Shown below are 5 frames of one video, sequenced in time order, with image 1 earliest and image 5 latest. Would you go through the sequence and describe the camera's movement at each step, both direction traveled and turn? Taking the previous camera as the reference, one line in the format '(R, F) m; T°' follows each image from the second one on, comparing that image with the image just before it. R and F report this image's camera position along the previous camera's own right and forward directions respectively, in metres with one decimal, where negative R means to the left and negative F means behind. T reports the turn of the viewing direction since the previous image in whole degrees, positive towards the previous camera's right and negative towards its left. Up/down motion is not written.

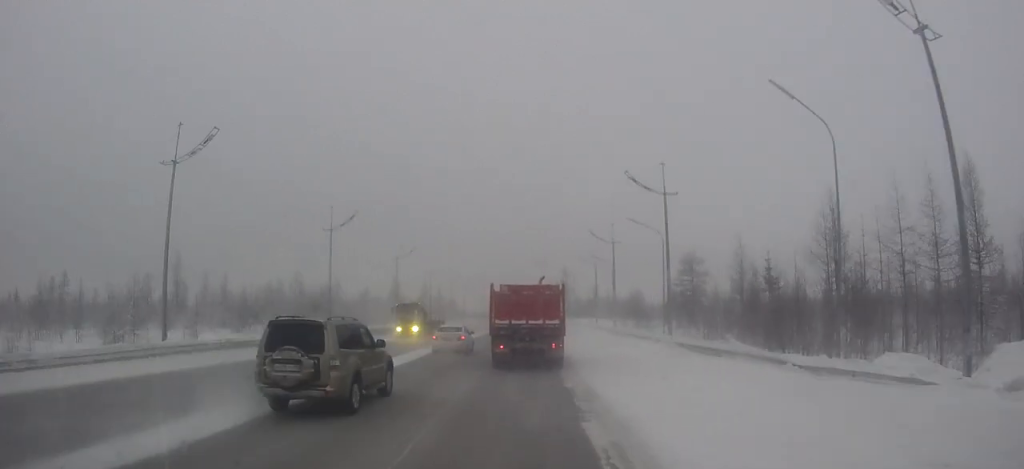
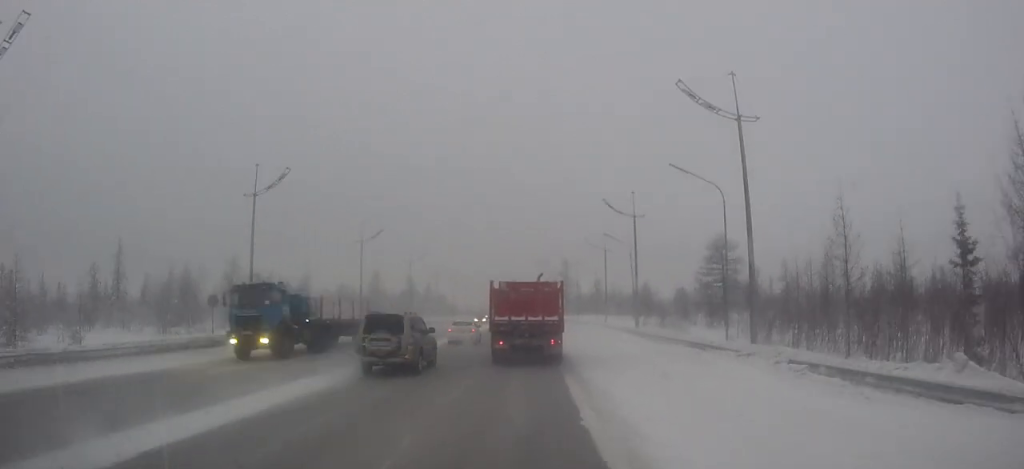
(0.0, +14.8) m; 0°
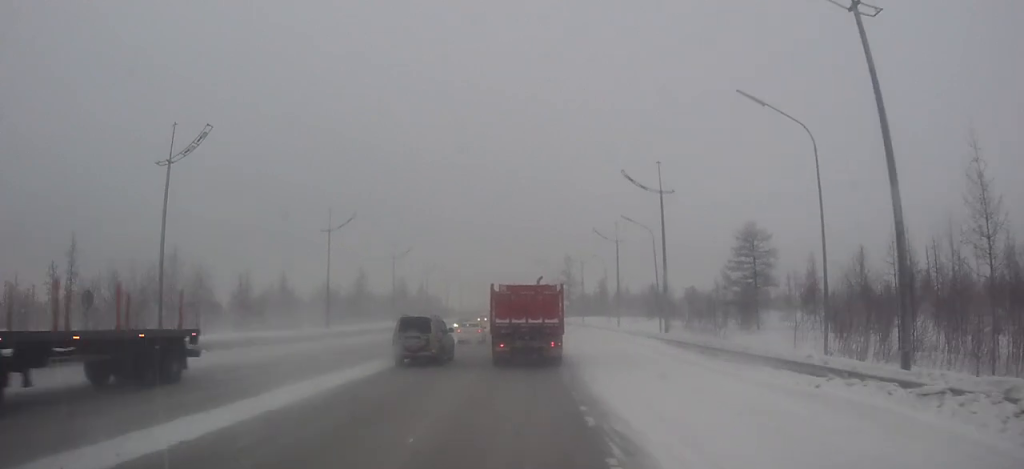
(0.0, +10.2) m; 0°
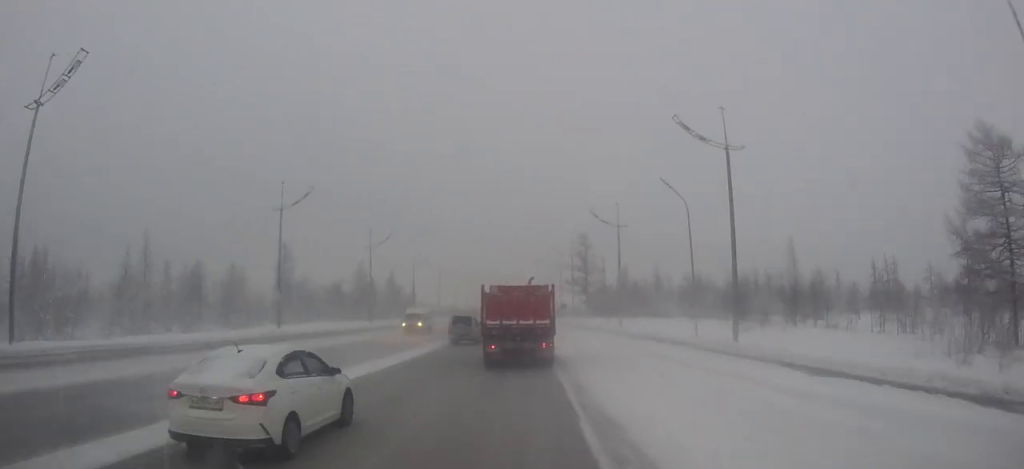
(-0.1, +35.9) m; 0°
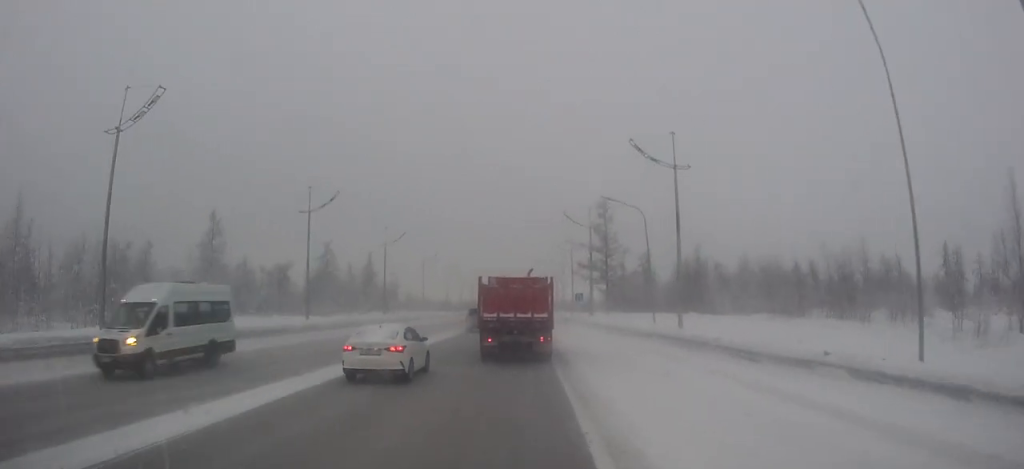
(0.0, +19.5) m; 0°
